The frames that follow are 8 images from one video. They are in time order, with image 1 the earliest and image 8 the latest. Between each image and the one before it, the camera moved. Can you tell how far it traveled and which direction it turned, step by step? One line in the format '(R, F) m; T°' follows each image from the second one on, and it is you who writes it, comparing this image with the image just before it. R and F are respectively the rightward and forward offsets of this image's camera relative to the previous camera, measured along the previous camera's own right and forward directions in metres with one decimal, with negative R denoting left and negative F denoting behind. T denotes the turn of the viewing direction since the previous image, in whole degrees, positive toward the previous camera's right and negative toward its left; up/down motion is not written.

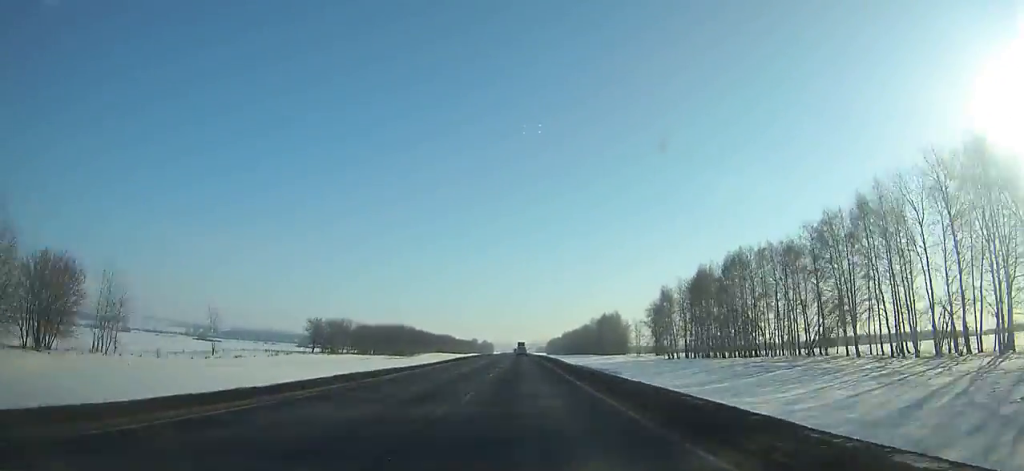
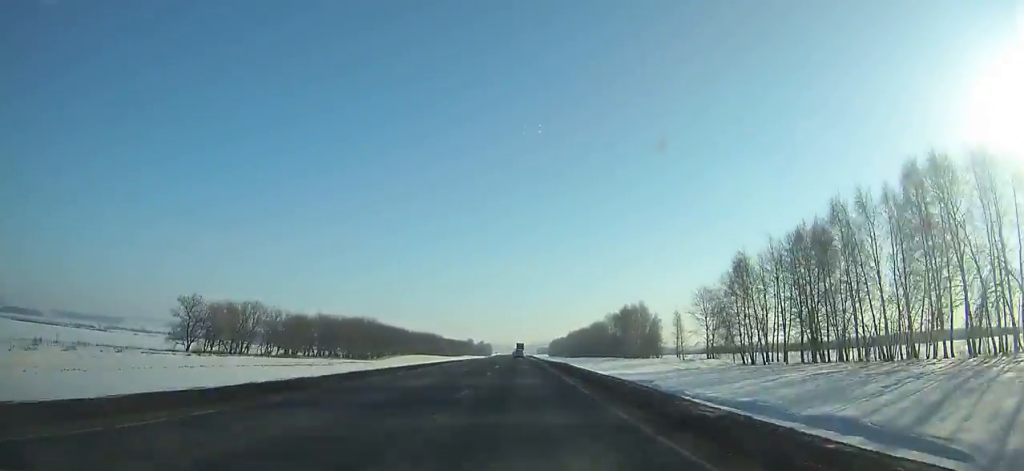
(0.0, +58.9) m; 0°
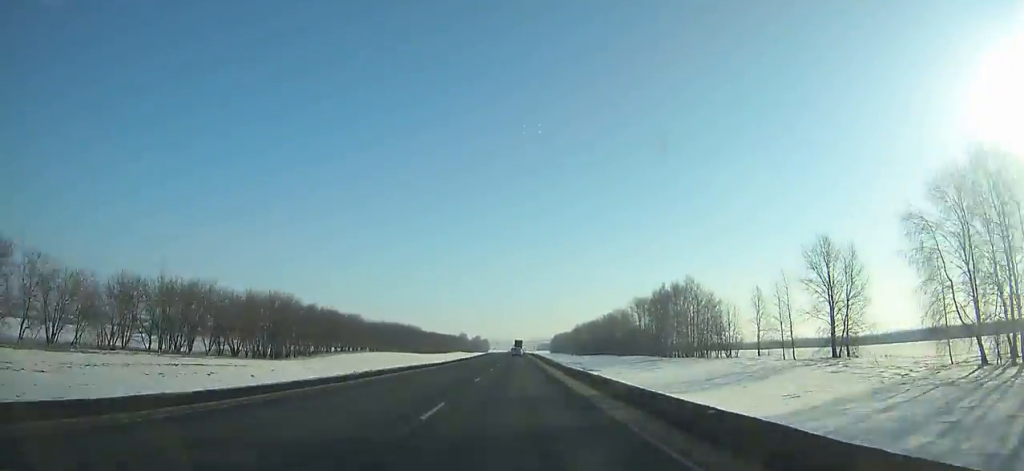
(-0.1, +64.3) m; 0°
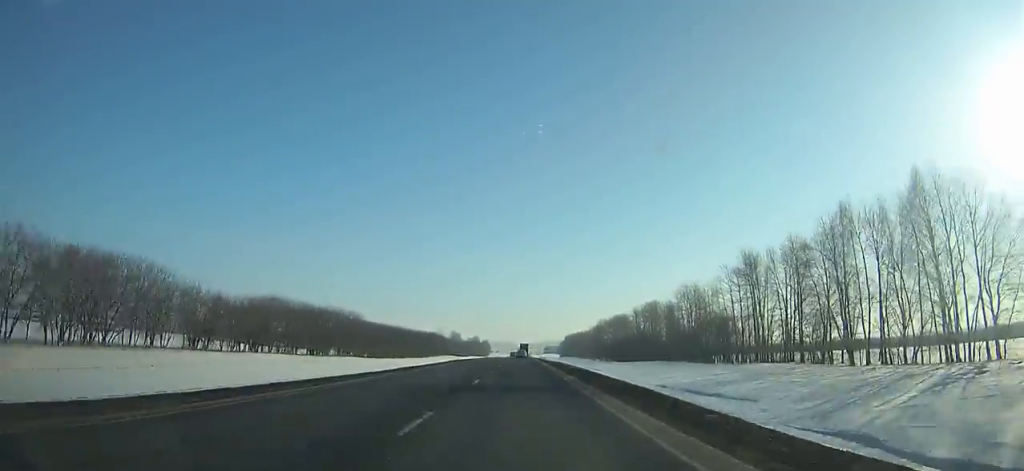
(-0.1, +98.1) m; 0°
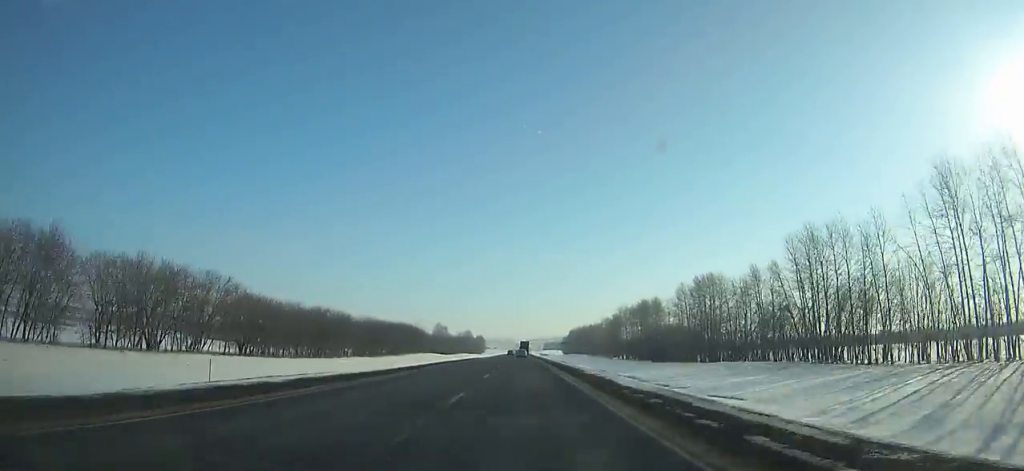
(0.0, +67.3) m; 0°
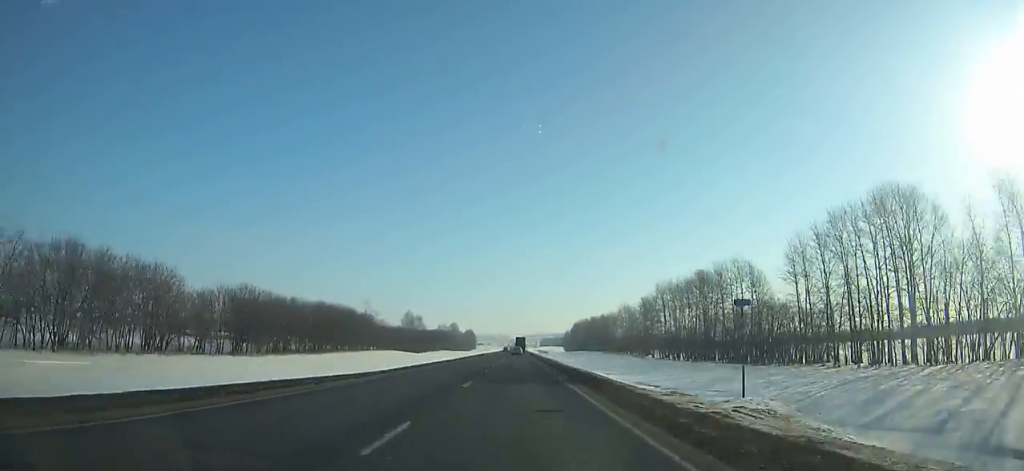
(-0.1, +77.4) m; 0°
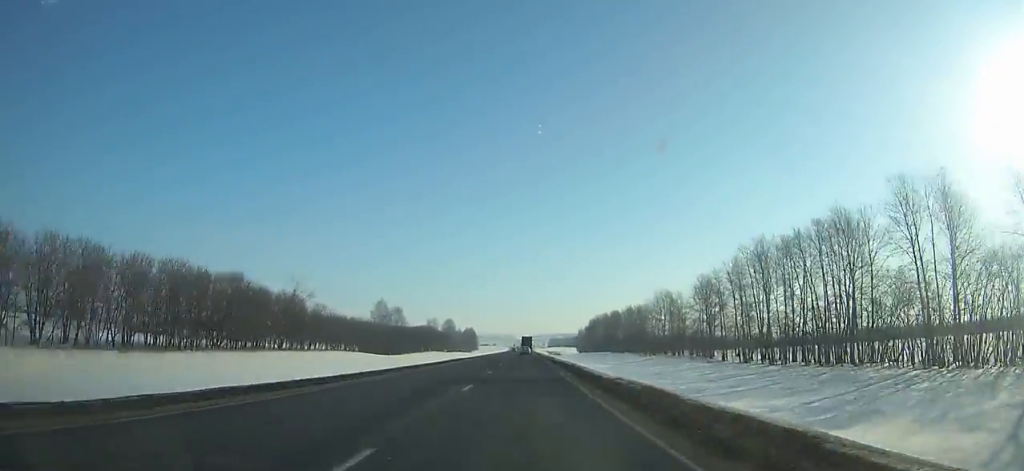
(0.0, +61.4) m; 0°
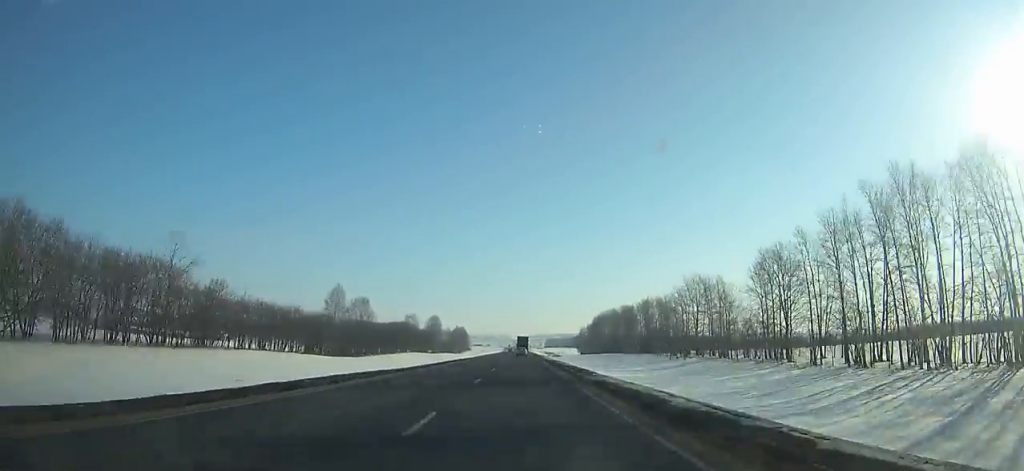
(+0.1, +43.2) m; 0°
